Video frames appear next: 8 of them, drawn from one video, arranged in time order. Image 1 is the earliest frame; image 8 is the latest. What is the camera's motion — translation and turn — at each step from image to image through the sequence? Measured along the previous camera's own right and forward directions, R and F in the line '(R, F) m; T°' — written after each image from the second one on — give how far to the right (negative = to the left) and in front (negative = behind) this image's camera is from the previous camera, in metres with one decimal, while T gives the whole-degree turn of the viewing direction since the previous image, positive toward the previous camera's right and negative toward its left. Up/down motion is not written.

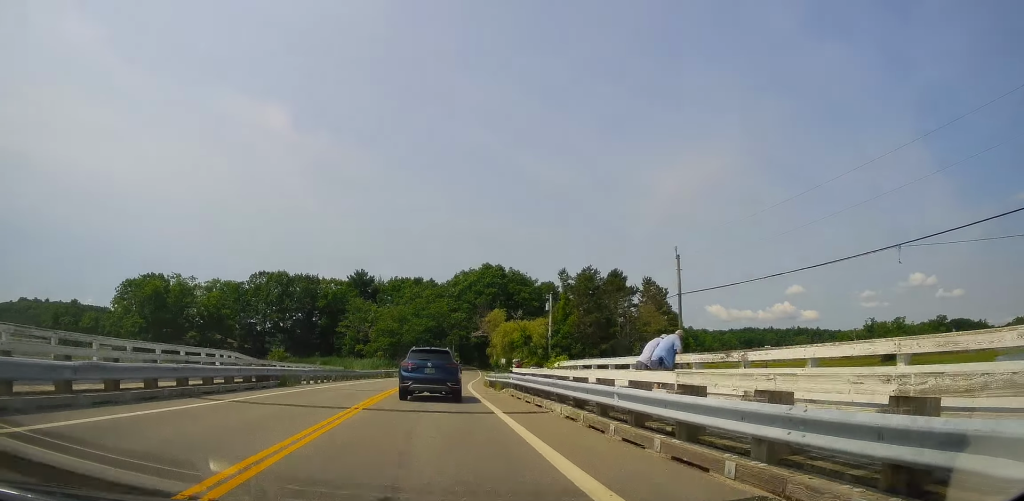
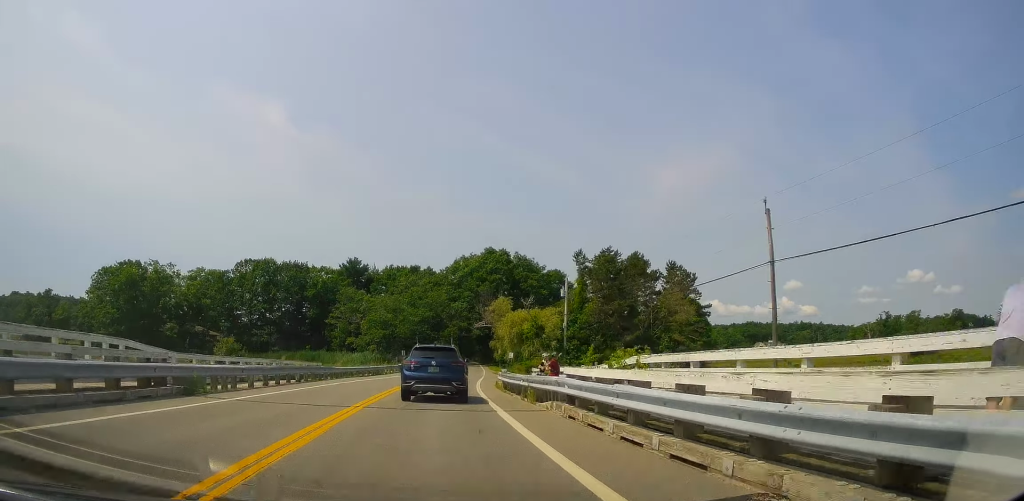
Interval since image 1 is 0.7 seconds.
(+0.5, +9.8) m; +1°
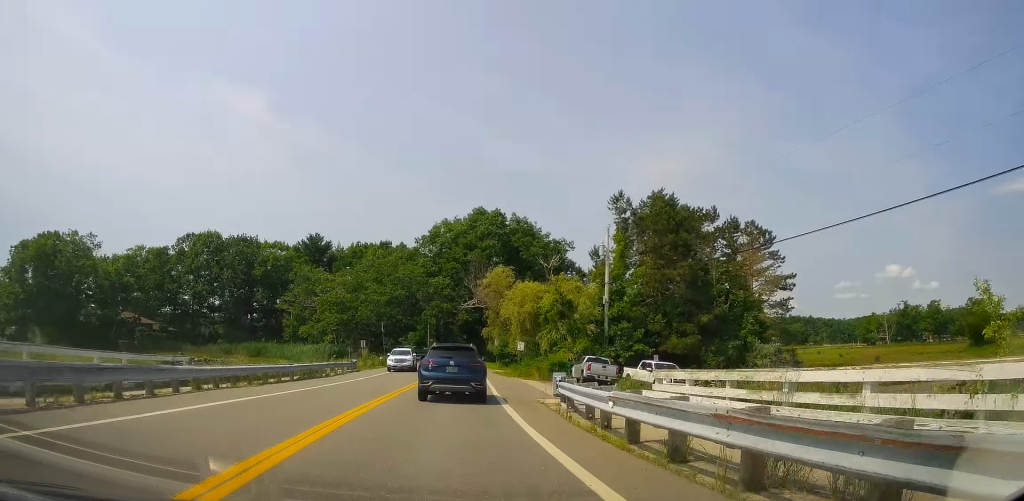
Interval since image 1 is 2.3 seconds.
(-0.9, +22.8) m; -2°
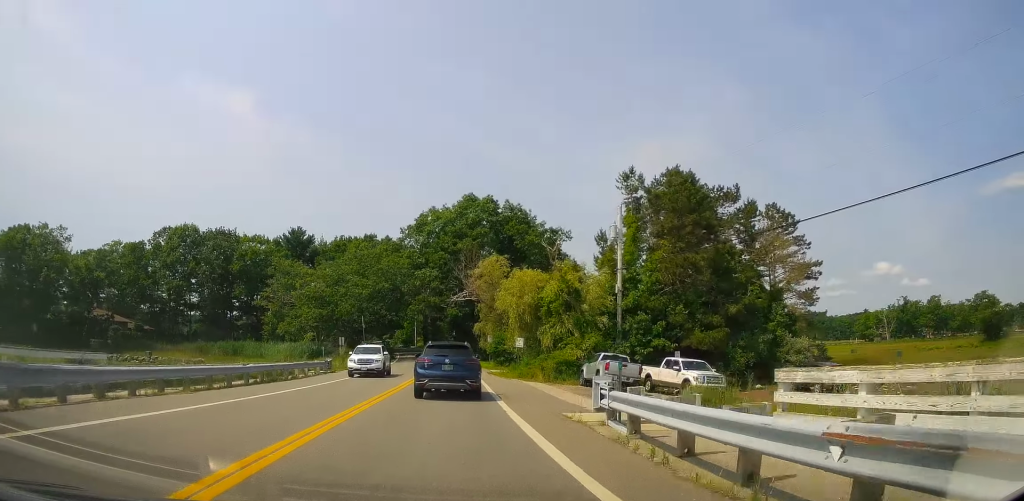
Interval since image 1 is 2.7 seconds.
(-0.1, +5.9) m; 0°
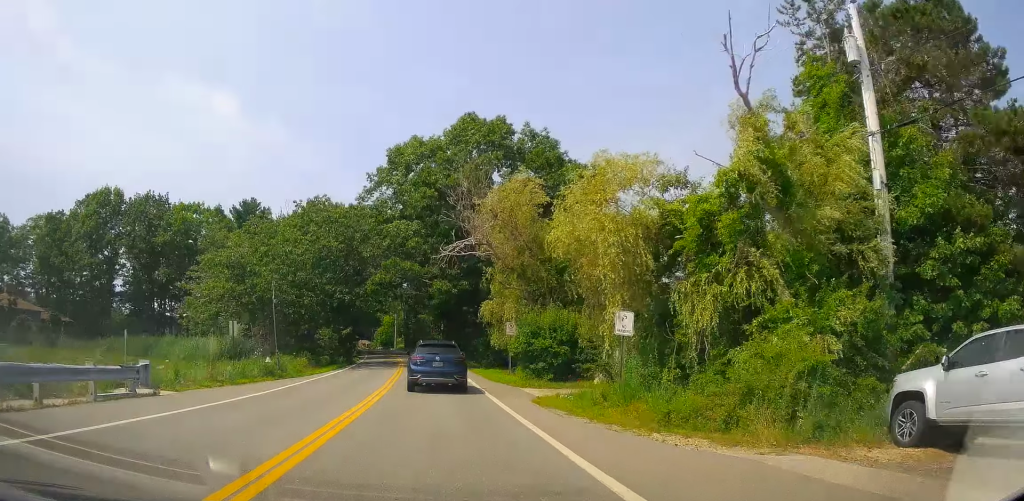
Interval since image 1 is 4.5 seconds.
(+1.4, +23.8) m; +5°
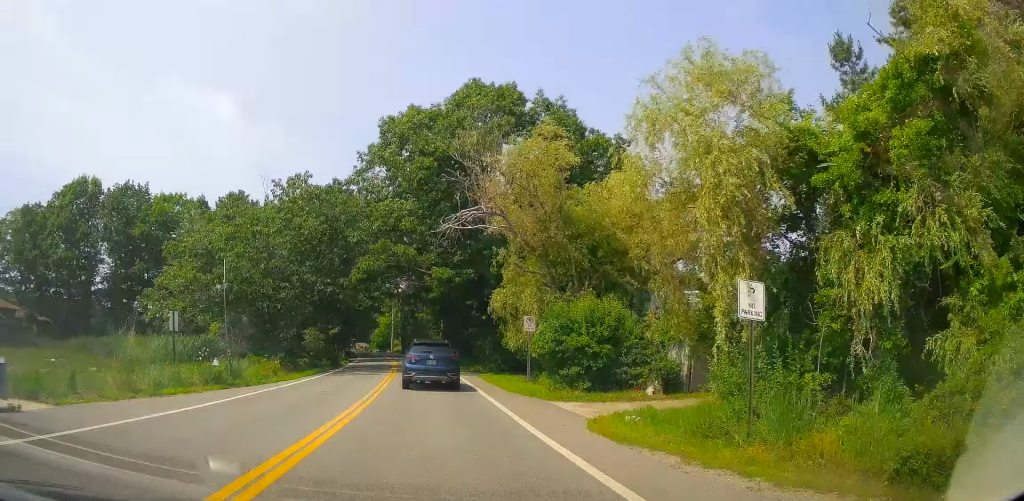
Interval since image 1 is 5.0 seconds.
(0.0, +6.1) m; 0°
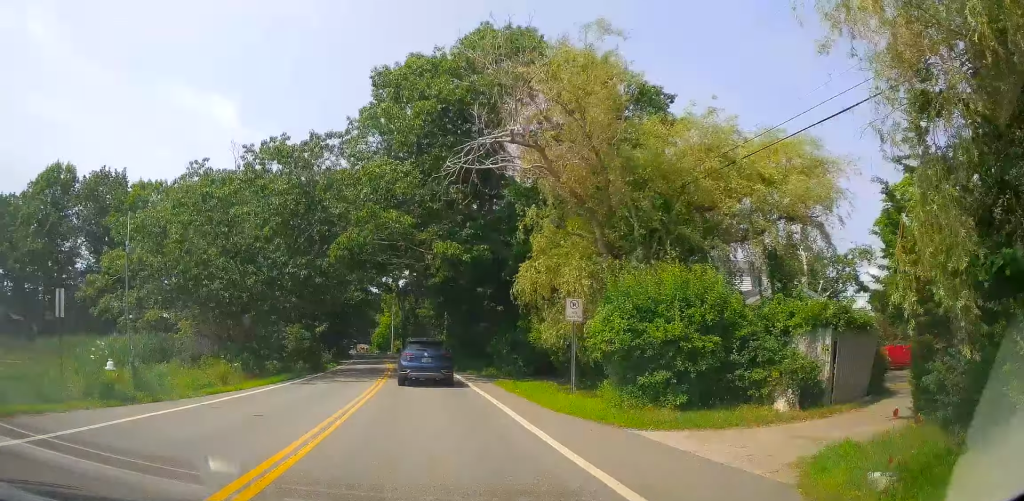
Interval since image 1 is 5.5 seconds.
(0.0, +7.0) m; 0°
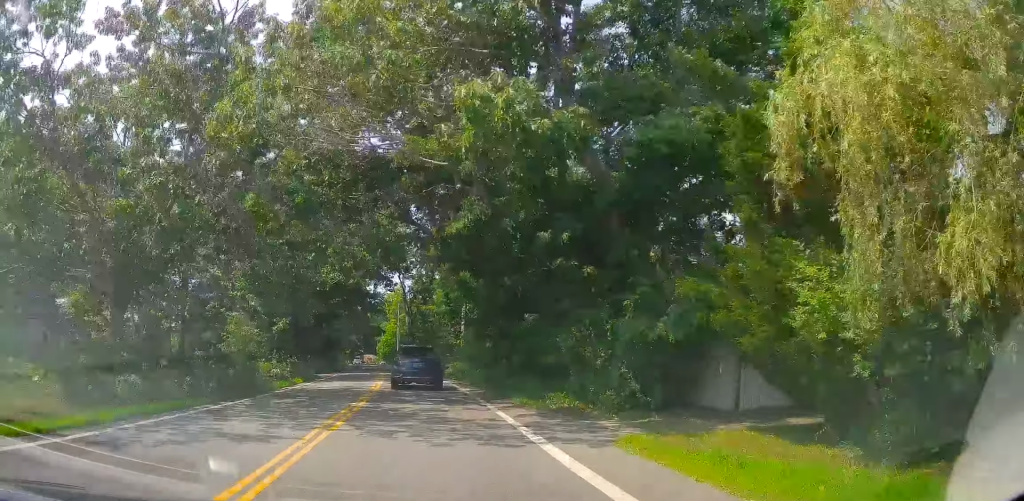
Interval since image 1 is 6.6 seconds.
(0.0, +14.1) m; -1°
